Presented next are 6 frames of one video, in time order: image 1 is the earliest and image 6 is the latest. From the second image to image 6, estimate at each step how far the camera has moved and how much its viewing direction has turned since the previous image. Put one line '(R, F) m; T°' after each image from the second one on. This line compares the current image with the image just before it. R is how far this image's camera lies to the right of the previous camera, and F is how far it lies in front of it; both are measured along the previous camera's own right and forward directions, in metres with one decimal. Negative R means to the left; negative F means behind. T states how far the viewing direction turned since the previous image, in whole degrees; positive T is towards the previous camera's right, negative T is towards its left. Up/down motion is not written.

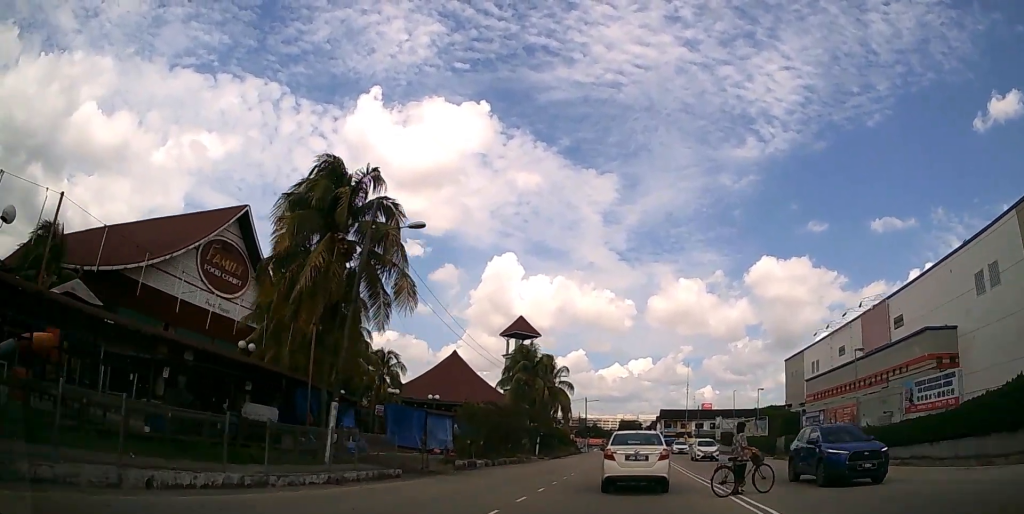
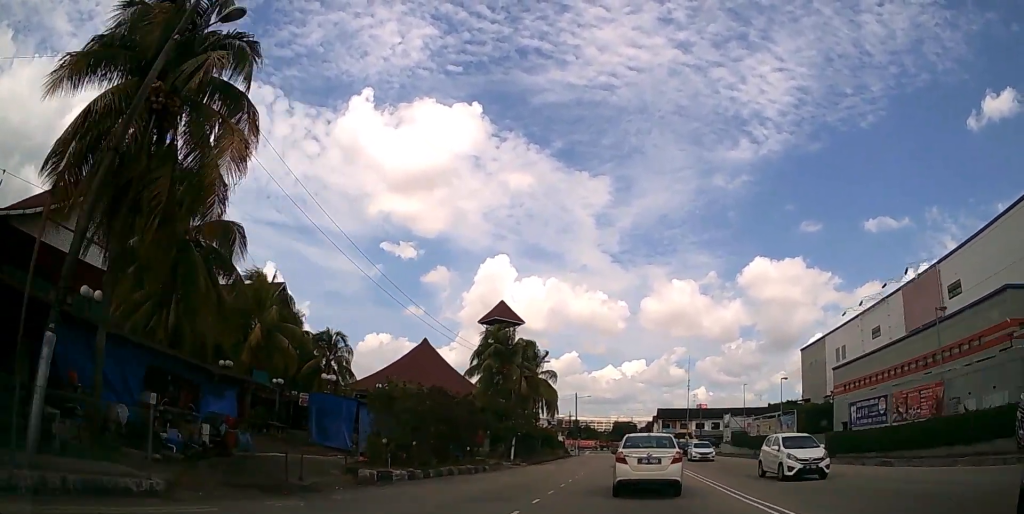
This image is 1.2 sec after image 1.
(+0.1, +10.5) m; +2°
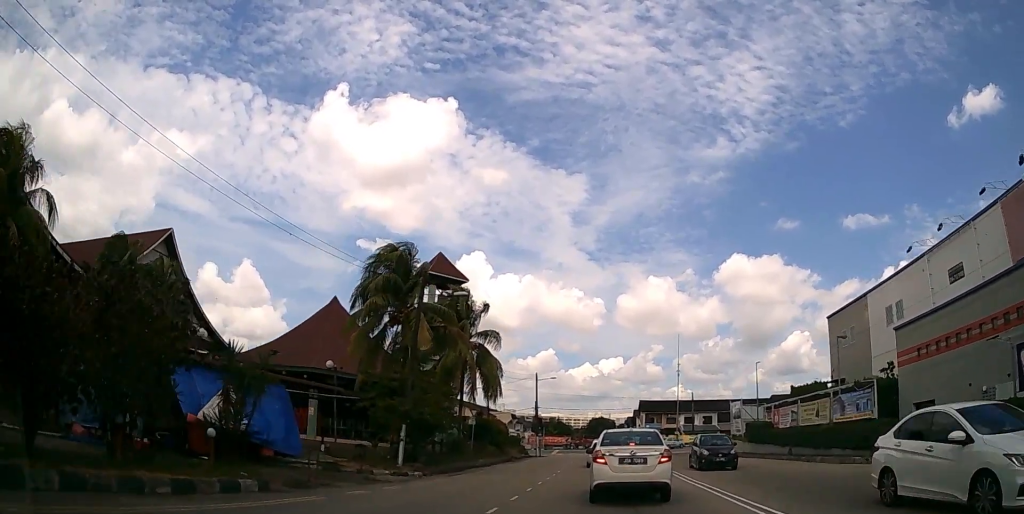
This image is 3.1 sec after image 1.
(+0.6, +17.3) m; +2°
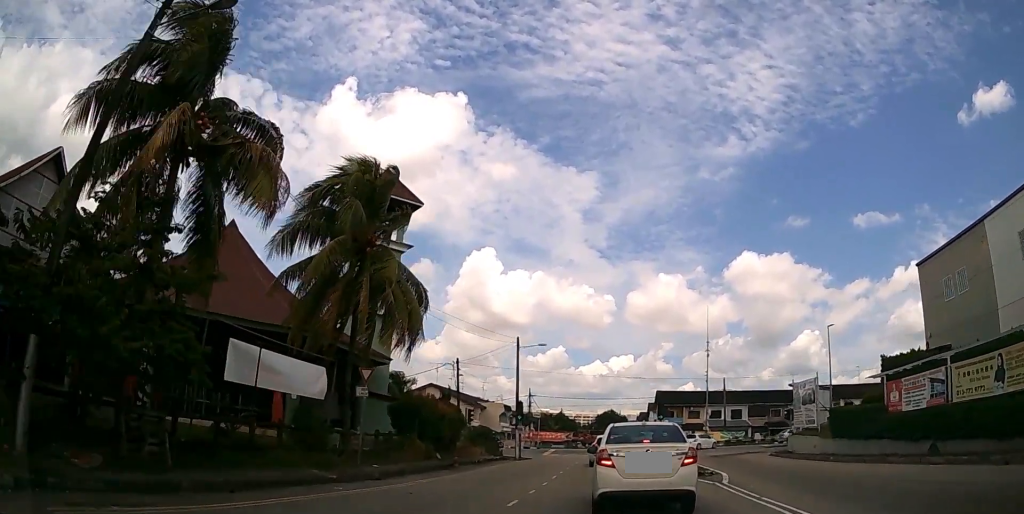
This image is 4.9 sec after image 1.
(-0.3, +17.0) m; -1°
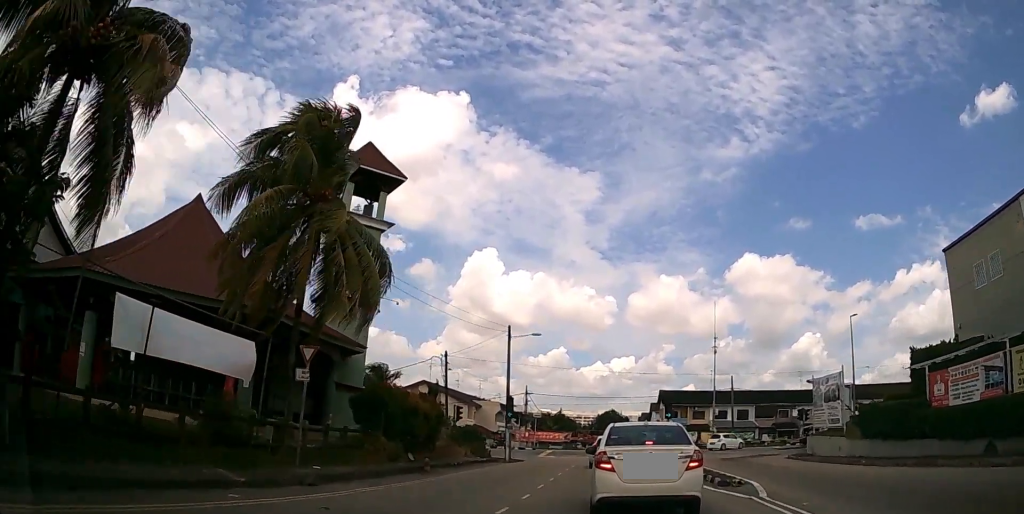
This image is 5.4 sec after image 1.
(0.0, +3.8) m; 0°
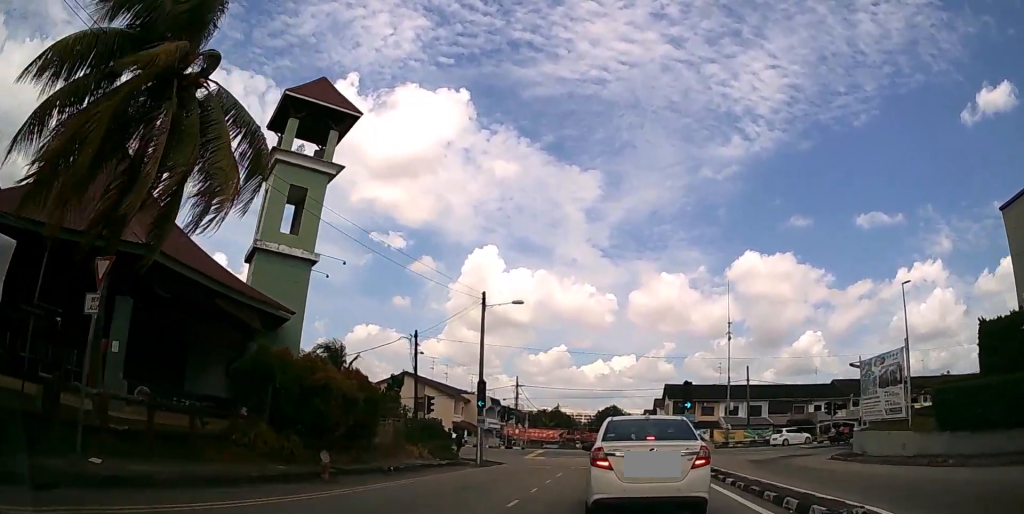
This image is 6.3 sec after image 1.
(0.0, +7.3) m; 0°
